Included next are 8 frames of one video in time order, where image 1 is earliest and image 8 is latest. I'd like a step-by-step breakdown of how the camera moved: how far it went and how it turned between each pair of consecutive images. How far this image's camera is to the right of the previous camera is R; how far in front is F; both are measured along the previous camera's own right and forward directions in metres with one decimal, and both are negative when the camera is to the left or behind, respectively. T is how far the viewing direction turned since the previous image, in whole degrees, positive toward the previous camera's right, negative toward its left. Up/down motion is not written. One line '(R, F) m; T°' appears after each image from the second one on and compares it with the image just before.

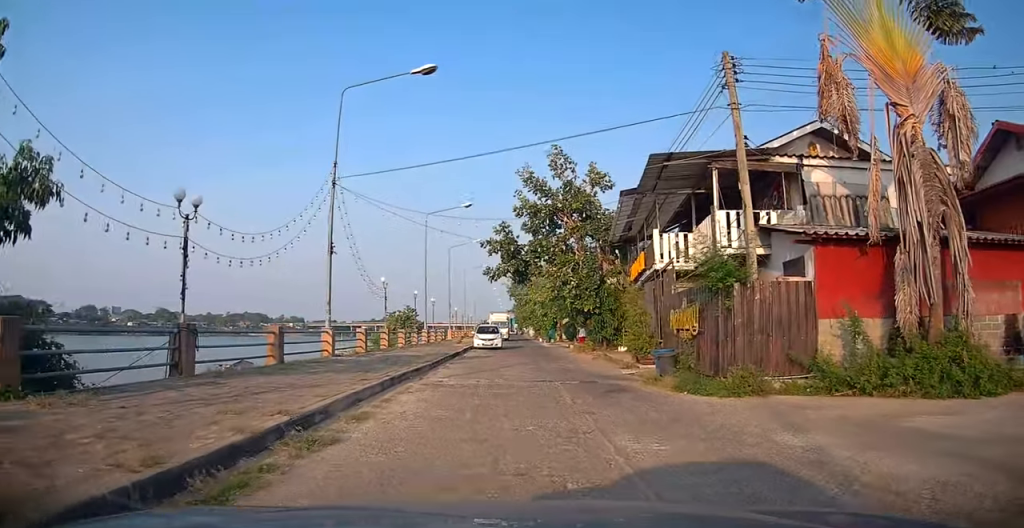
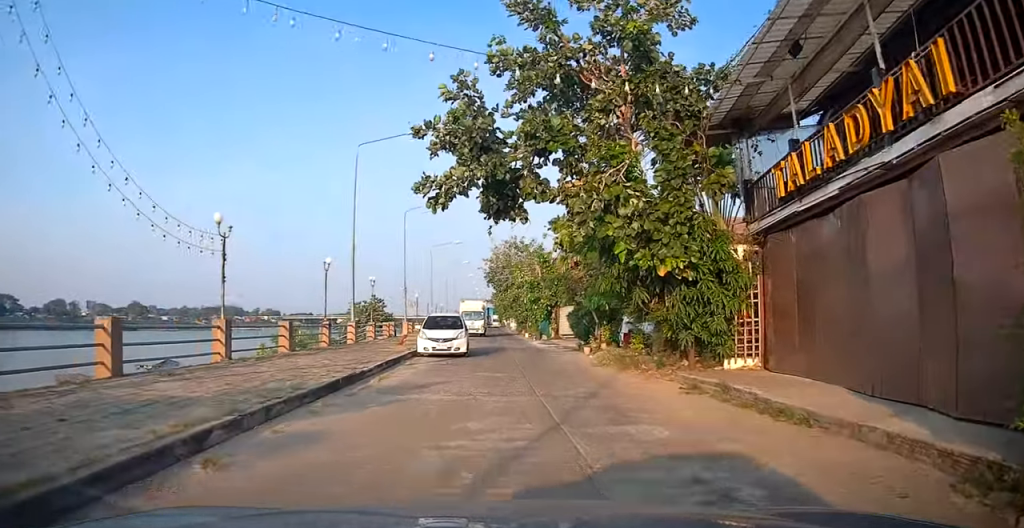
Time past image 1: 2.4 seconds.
(+0.1, +14.6) m; +2°
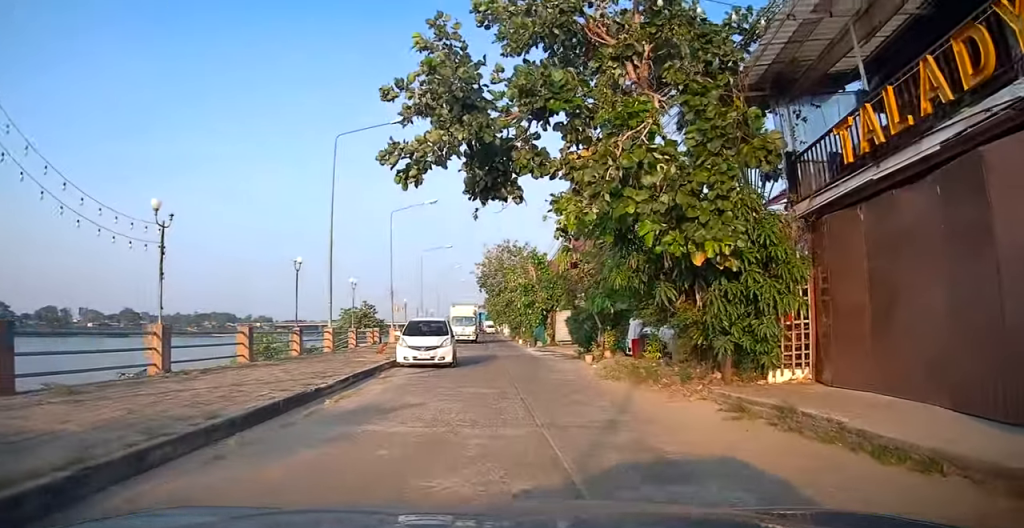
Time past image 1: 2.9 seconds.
(0.0, +2.4) m; +1°
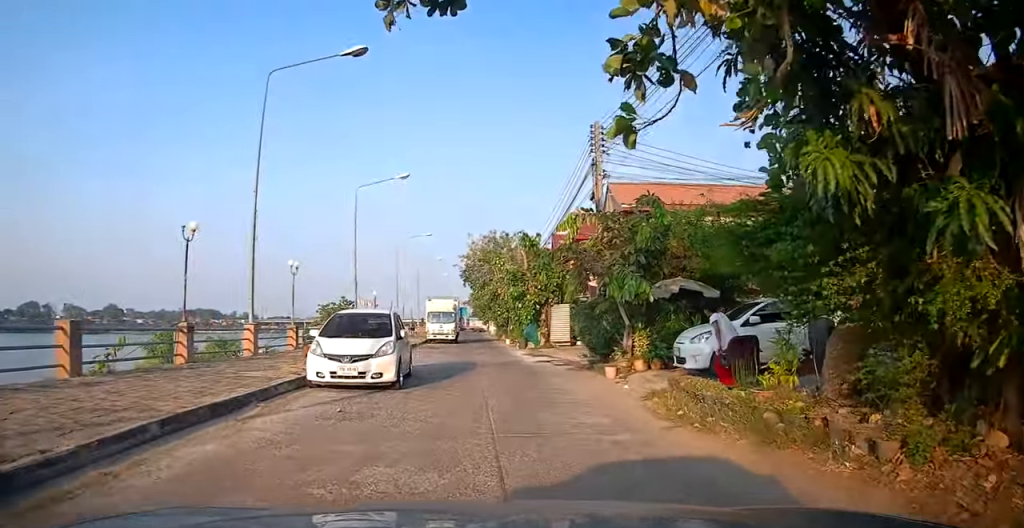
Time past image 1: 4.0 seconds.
(+0.1, +6.3) m; +1°
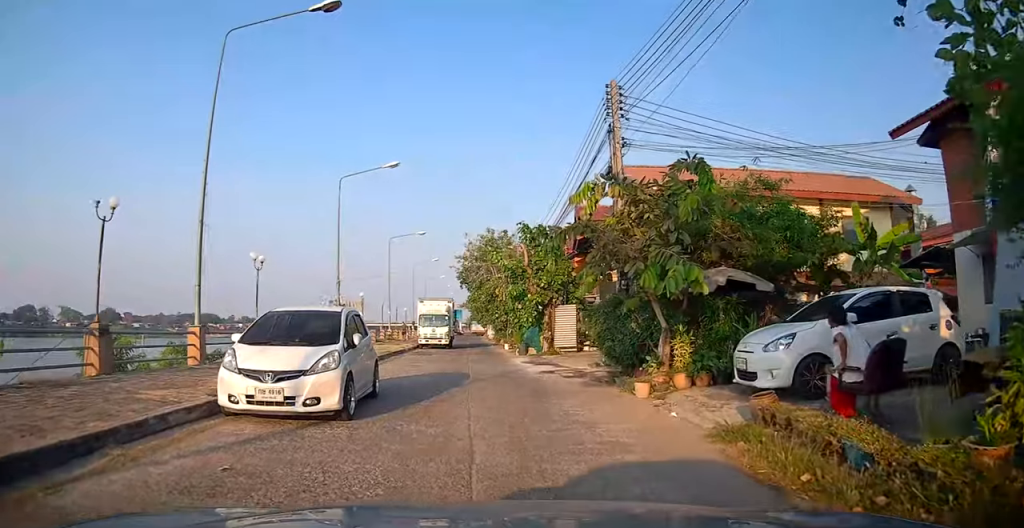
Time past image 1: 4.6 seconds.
(0.0, +3.2) m; 0°
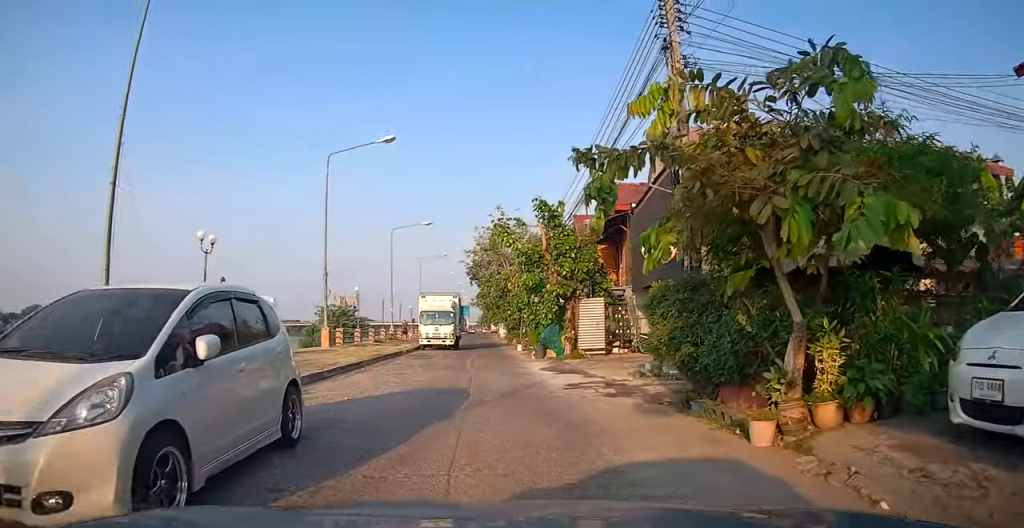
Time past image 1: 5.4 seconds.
(+0.1, +4.3) m; -1°
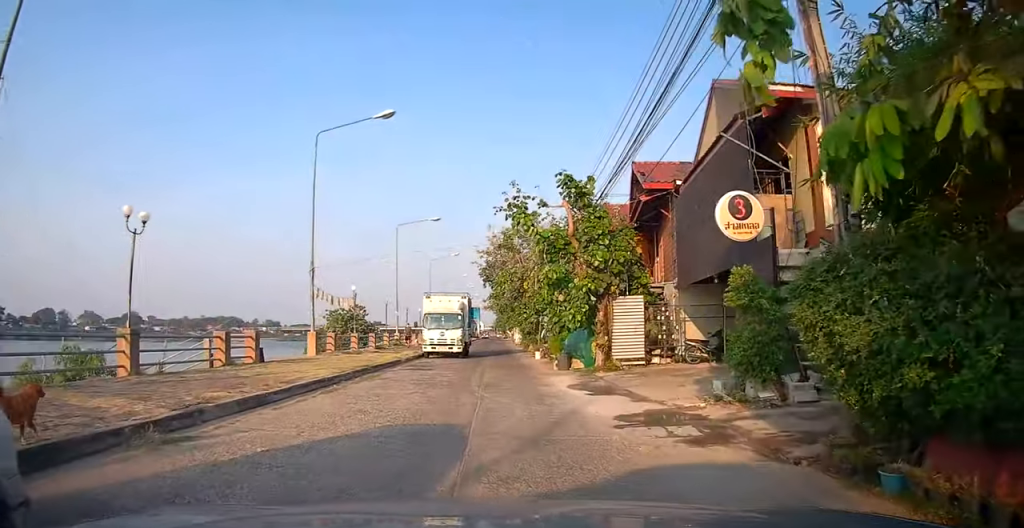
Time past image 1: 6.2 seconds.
(-0.1, +3.9) m; -1°
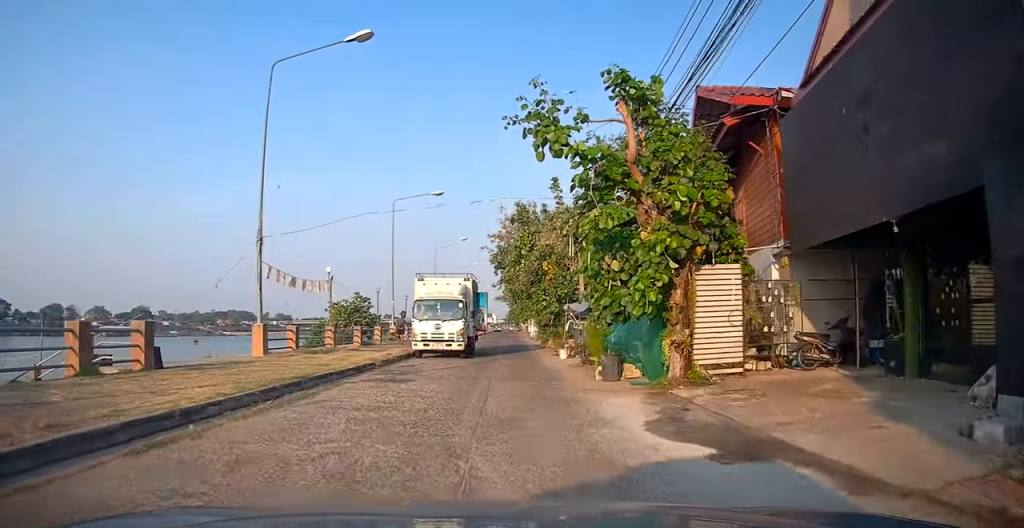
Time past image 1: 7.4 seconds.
(0.0, +6.3) m; 0°
